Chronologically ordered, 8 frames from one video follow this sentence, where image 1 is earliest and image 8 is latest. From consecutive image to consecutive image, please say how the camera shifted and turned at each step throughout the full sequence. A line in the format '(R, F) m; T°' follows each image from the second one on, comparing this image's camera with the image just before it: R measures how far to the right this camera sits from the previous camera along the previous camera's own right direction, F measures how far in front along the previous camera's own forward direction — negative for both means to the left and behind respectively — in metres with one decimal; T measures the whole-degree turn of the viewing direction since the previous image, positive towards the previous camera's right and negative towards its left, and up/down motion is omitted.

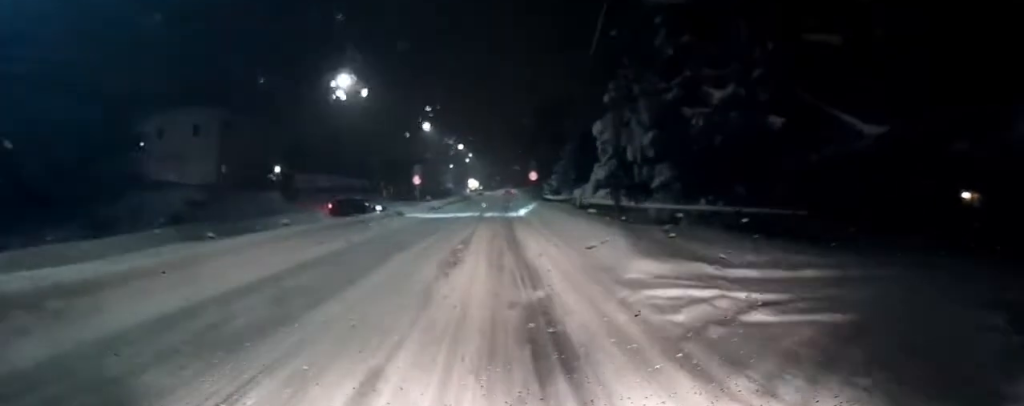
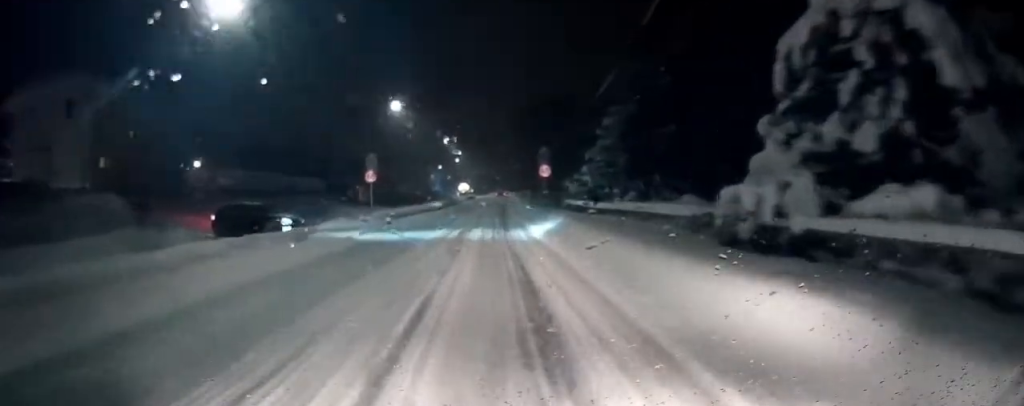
(+0.3, +18.4) m; 0°
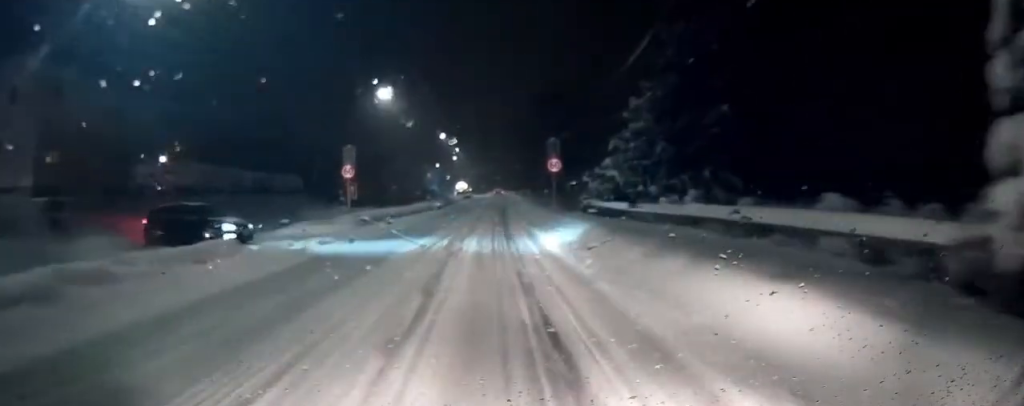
(-0.2, +5.8) m; 0°
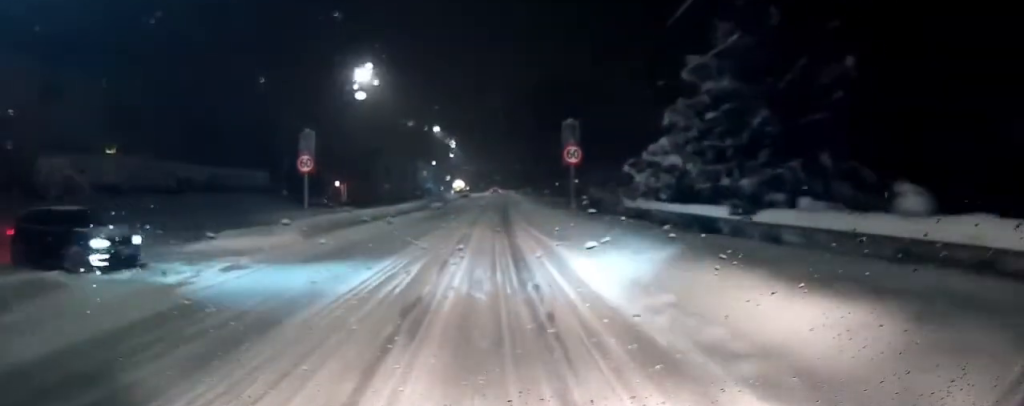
(+0.1, +7.2) m; +1°
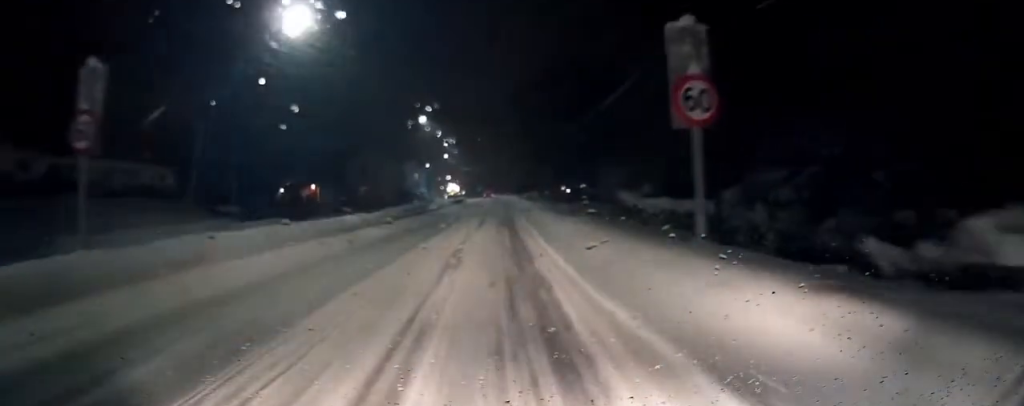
(+0.4, +14.9) m; +1°
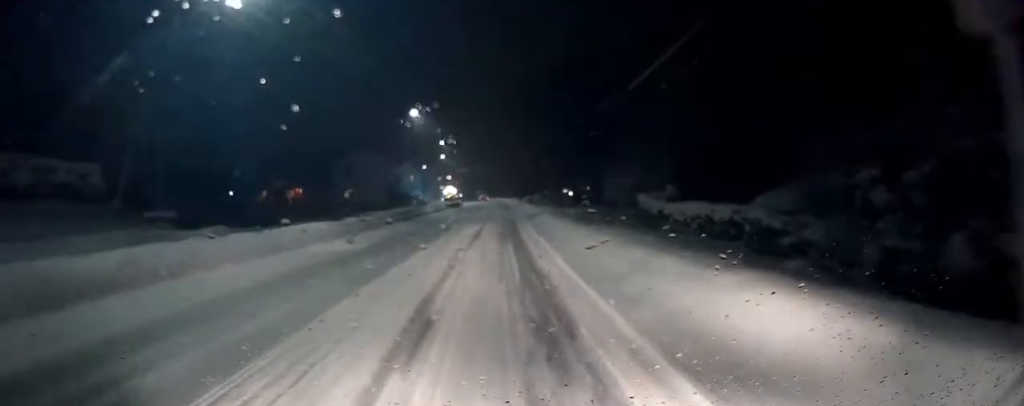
(-0.1, +6.7) m; +1°
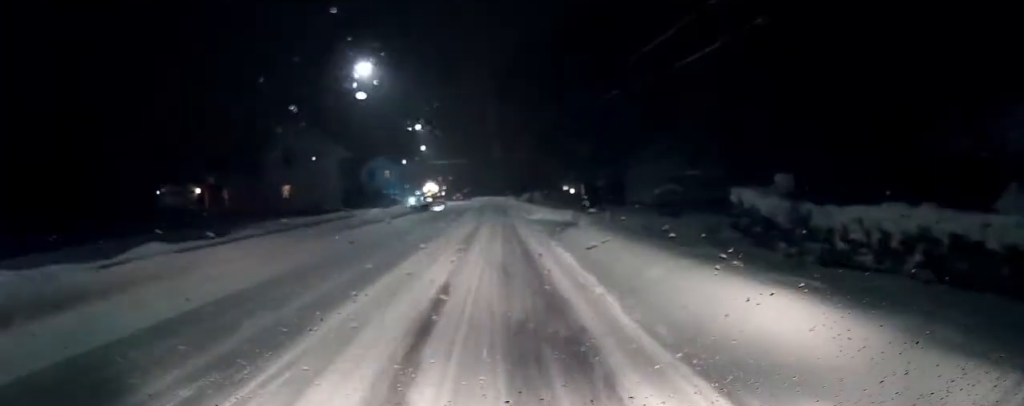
(+0.5, +18.8) m; +2°
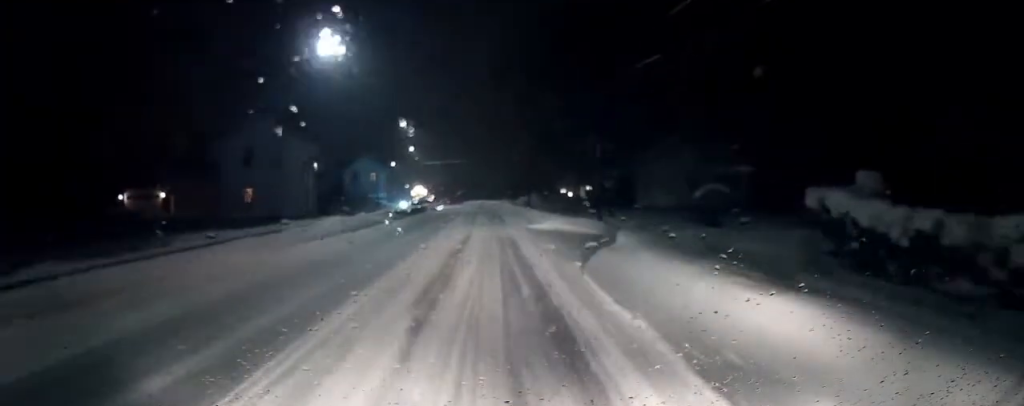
(+0.1, +6.9) m; -1°
